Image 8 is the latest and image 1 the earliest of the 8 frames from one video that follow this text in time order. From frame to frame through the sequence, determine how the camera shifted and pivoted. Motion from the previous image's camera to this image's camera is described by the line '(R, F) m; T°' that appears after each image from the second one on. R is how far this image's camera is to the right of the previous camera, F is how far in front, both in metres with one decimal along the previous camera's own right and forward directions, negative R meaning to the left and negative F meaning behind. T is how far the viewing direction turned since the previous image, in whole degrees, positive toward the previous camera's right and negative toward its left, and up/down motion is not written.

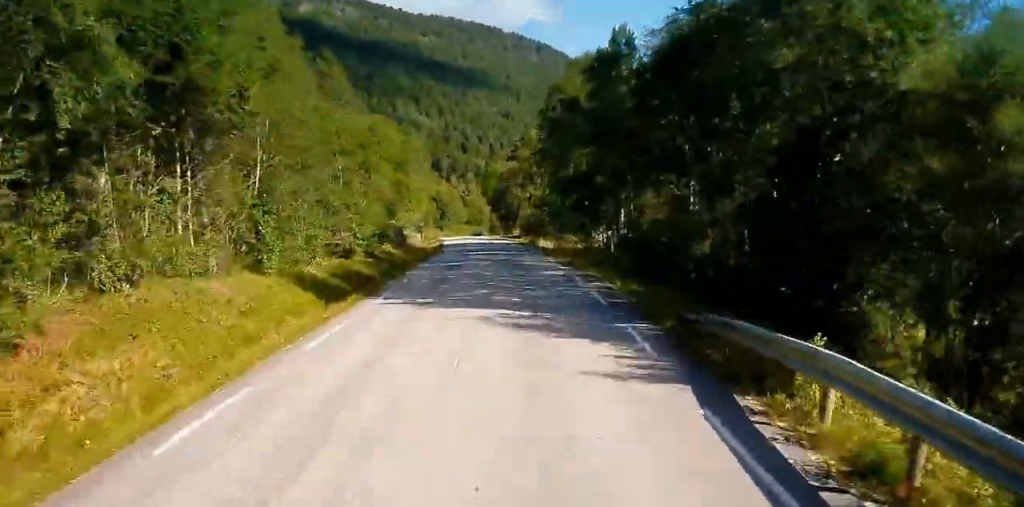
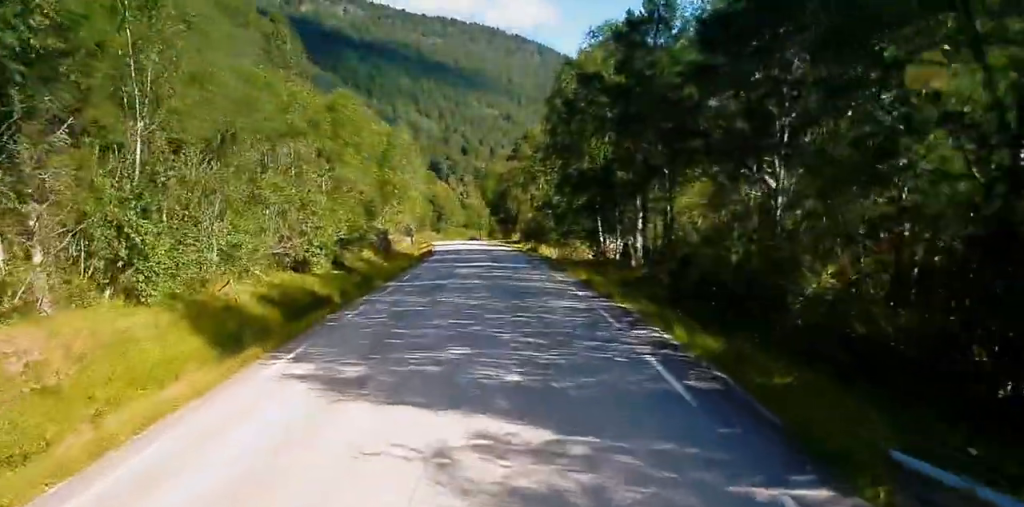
(0.0, +8.8) m; 0°
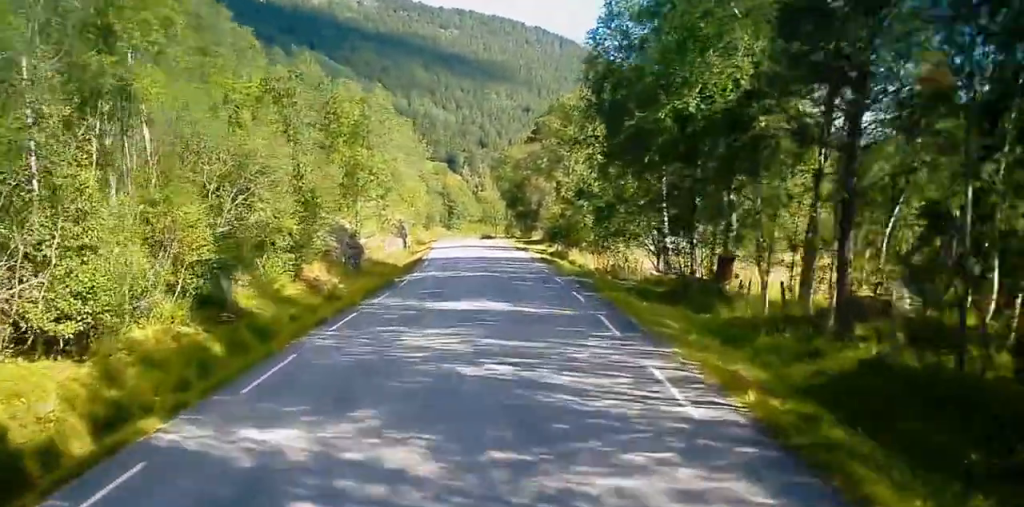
(+0.1, +18.8) m; 0°
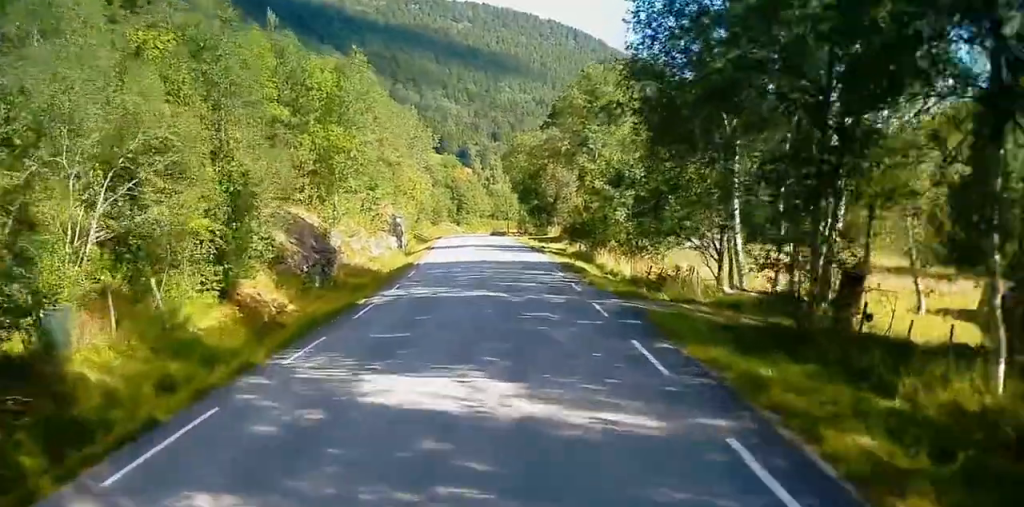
(+0.1, +10.1) m; -1°
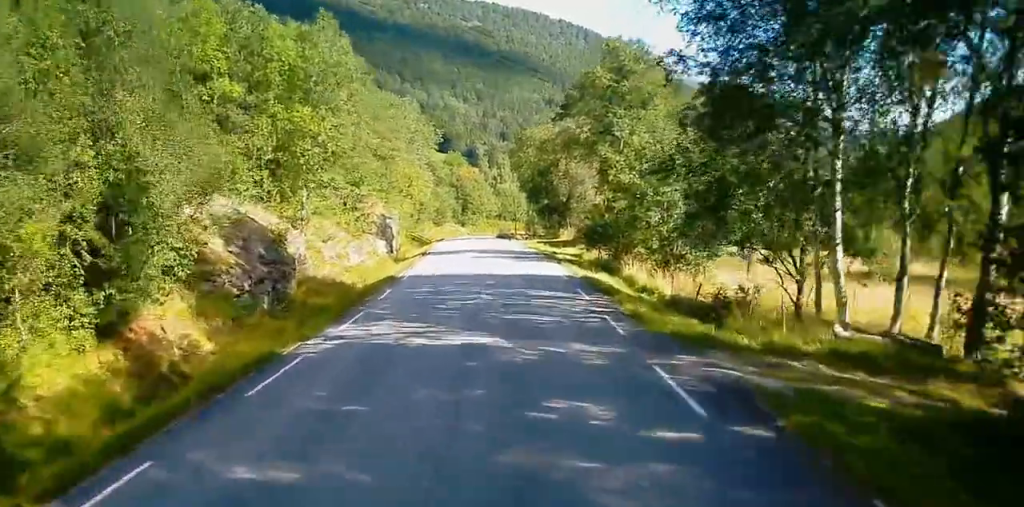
(-0.1, +8.2) m; -1°
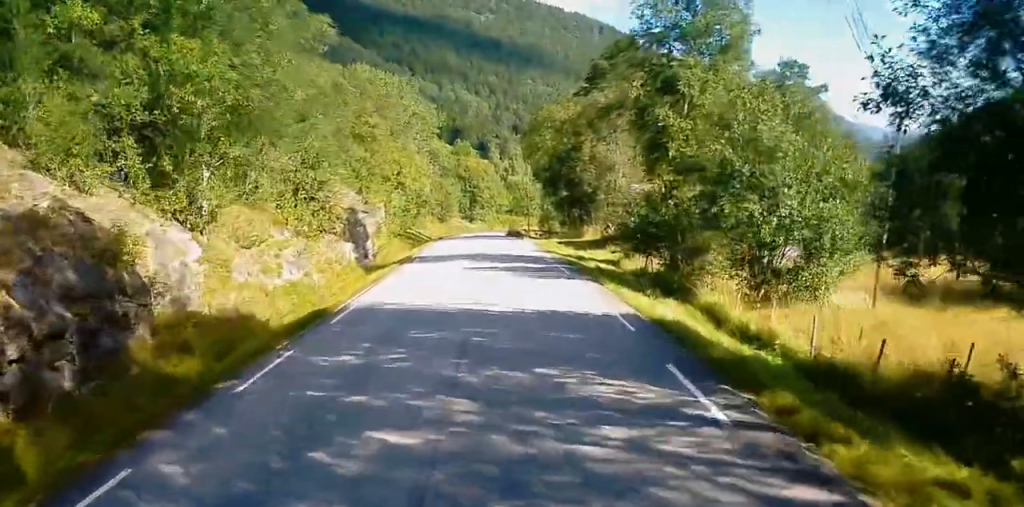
(-0.3, +12.8) m; -2°
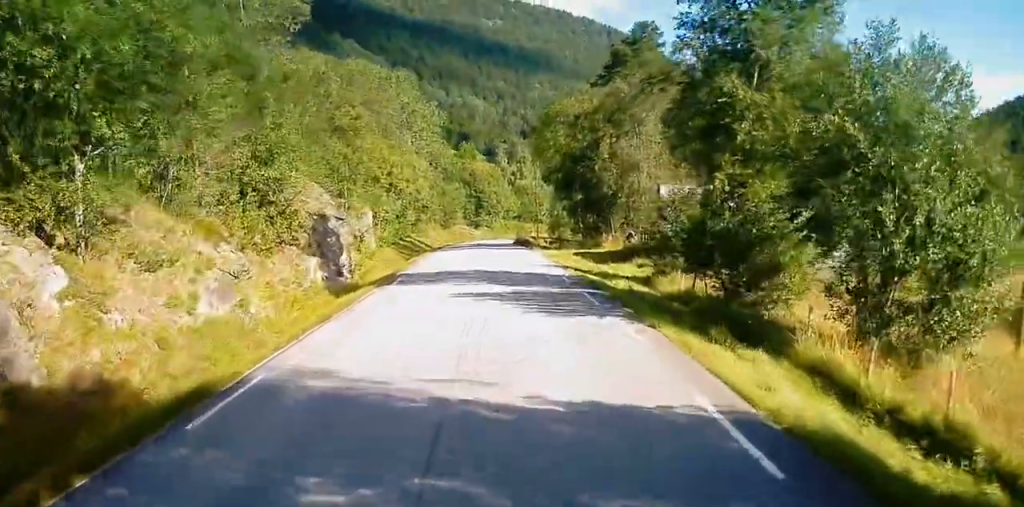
(0.0, +7.7) m; 0°
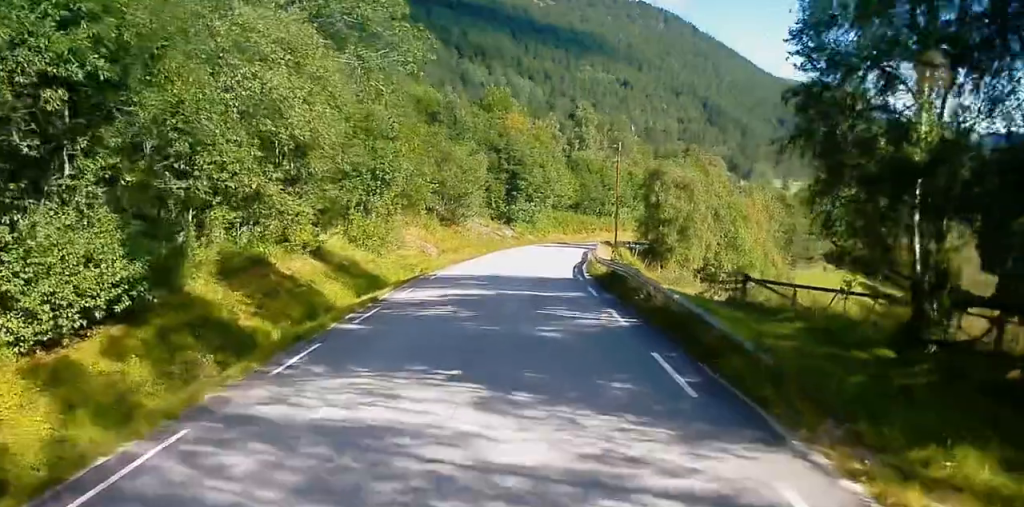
(0.0, +51.6) m; +2°
